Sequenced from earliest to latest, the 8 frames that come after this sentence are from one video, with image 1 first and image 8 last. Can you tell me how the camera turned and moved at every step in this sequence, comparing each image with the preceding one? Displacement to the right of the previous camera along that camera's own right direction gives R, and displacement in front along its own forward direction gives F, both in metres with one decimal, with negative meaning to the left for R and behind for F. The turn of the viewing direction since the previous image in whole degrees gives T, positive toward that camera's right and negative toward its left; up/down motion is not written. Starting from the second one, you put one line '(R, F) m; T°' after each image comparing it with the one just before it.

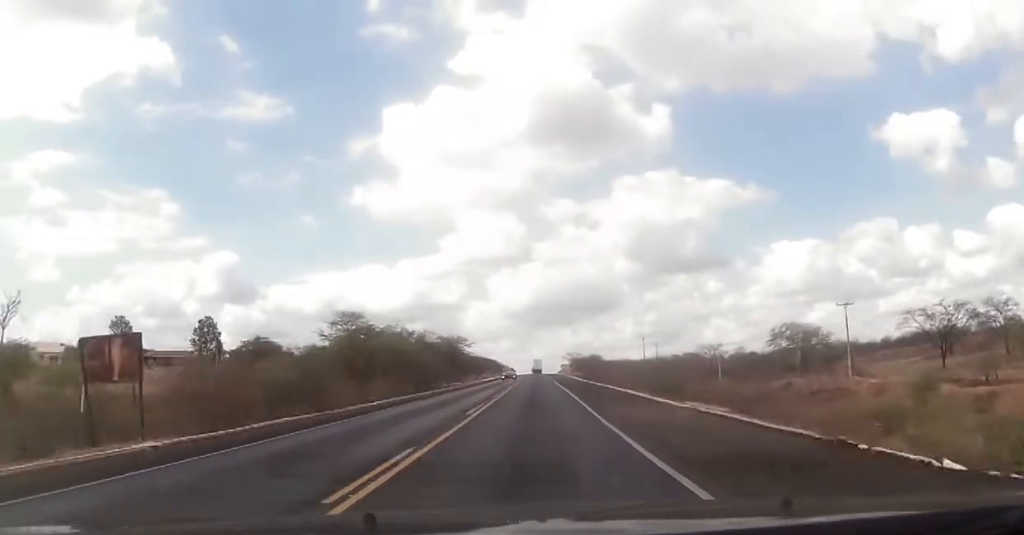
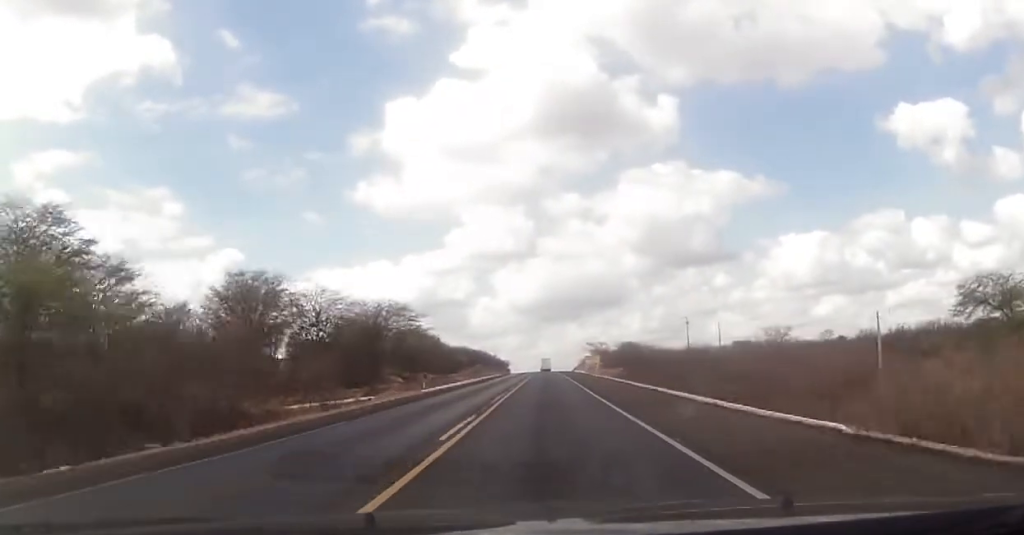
(-2.1, +58.9) m; -3°
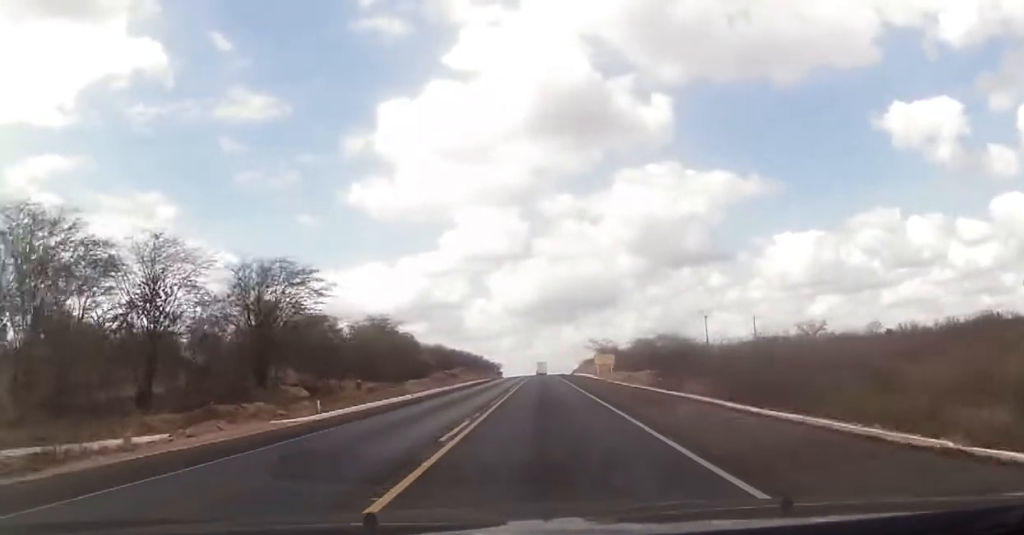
(+0.4, +24.7) m; +1°
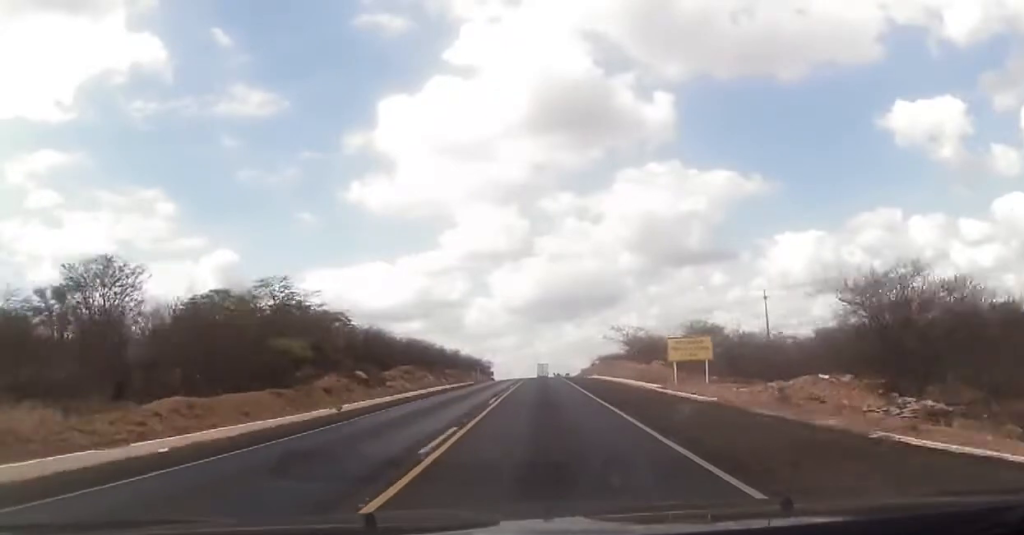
(+0.1, +41.1) m; 0°
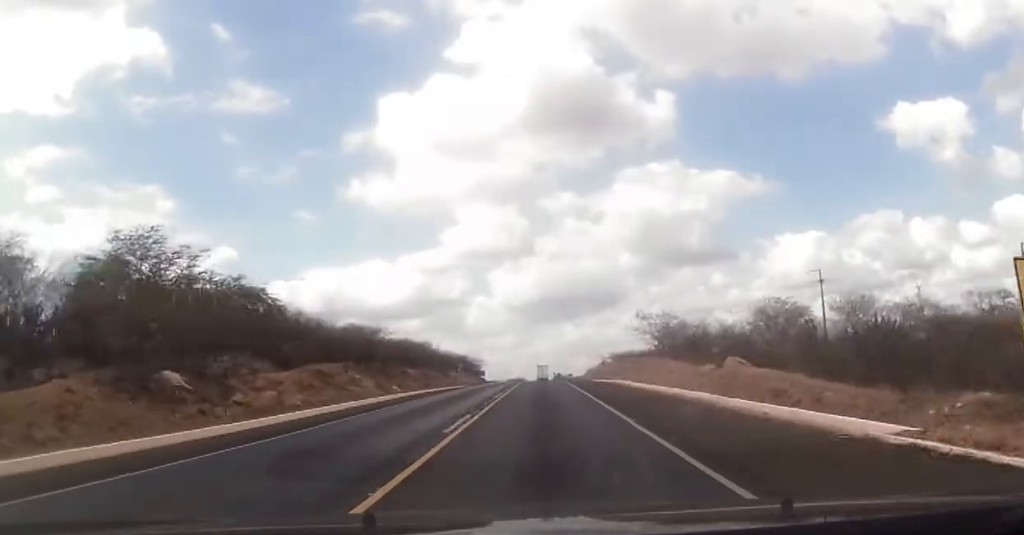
(0.0, +23.5) m; 0°
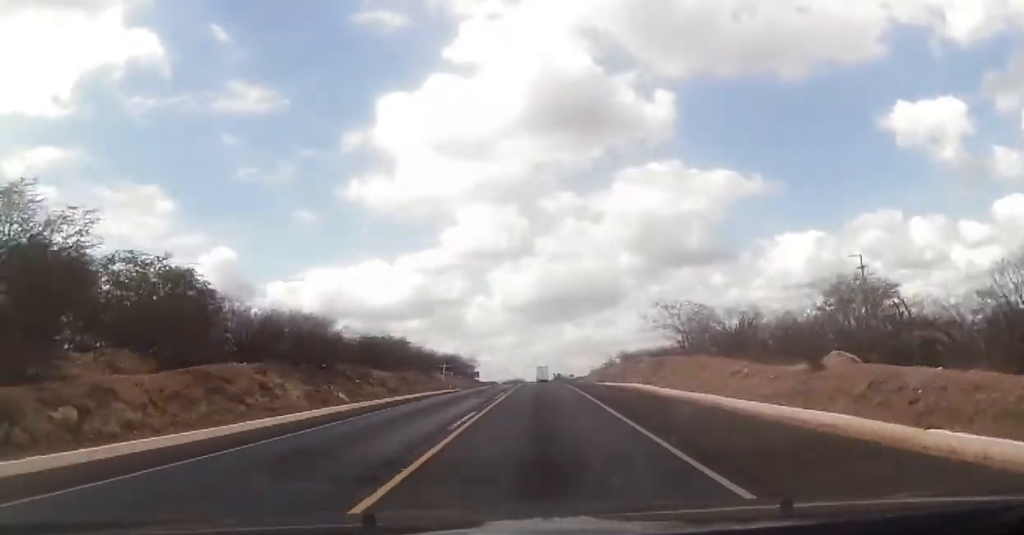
(+0.1, +12.7) m; 0°
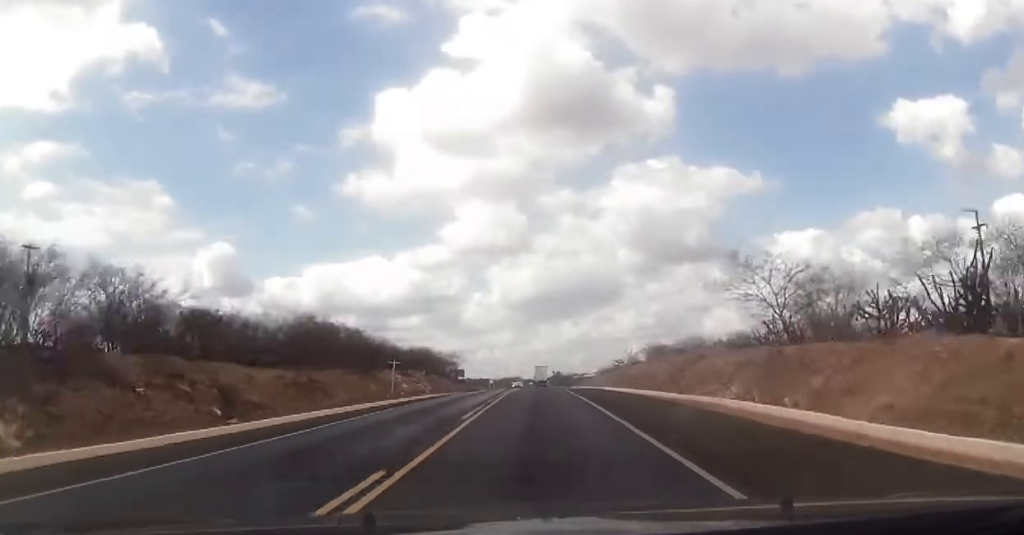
(-0.3, +23.7) m; 0°
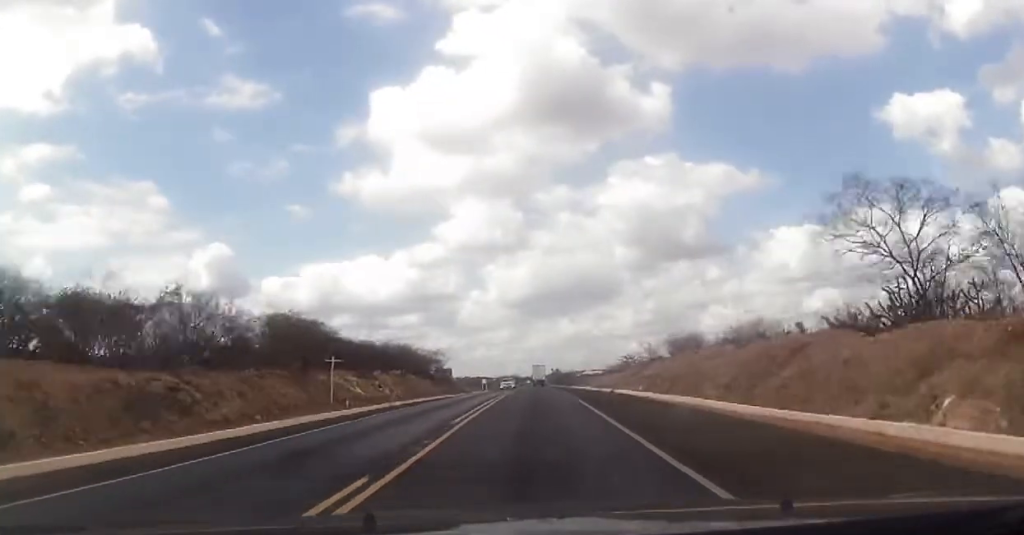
(0.0, +13.7) m; 0°
